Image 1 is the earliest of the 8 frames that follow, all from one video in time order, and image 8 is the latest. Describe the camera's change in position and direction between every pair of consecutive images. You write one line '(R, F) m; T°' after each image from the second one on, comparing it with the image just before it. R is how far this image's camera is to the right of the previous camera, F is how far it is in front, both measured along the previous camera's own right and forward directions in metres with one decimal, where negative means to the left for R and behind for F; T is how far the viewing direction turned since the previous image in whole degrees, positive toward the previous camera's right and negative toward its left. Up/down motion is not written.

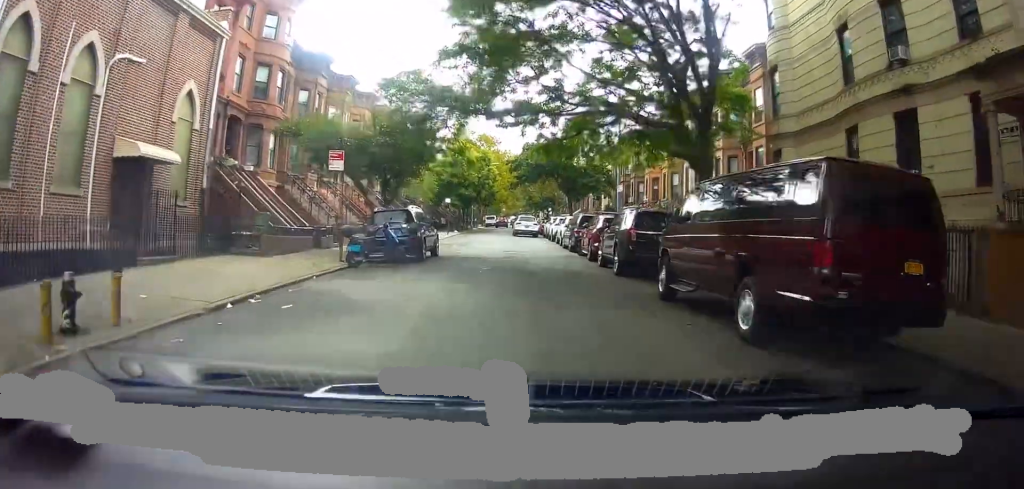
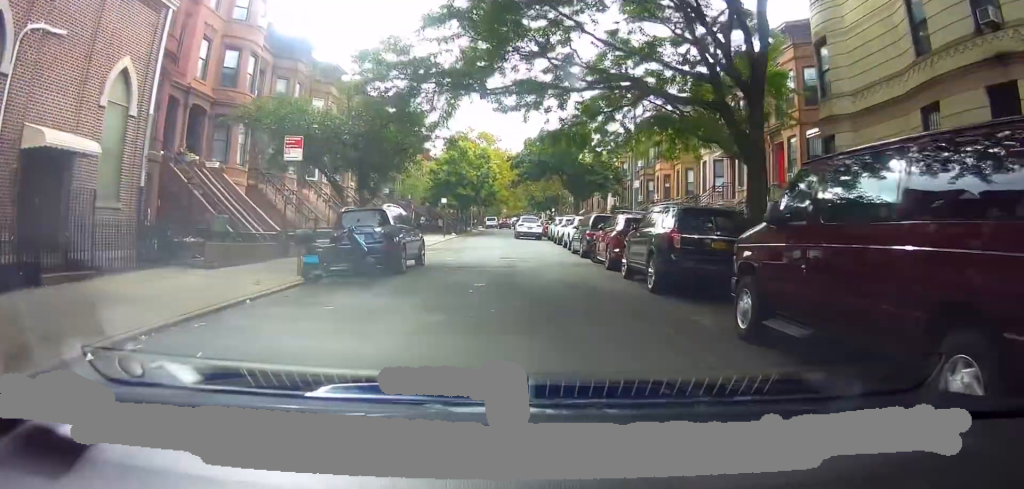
(0.0, +3.6) m; 0°
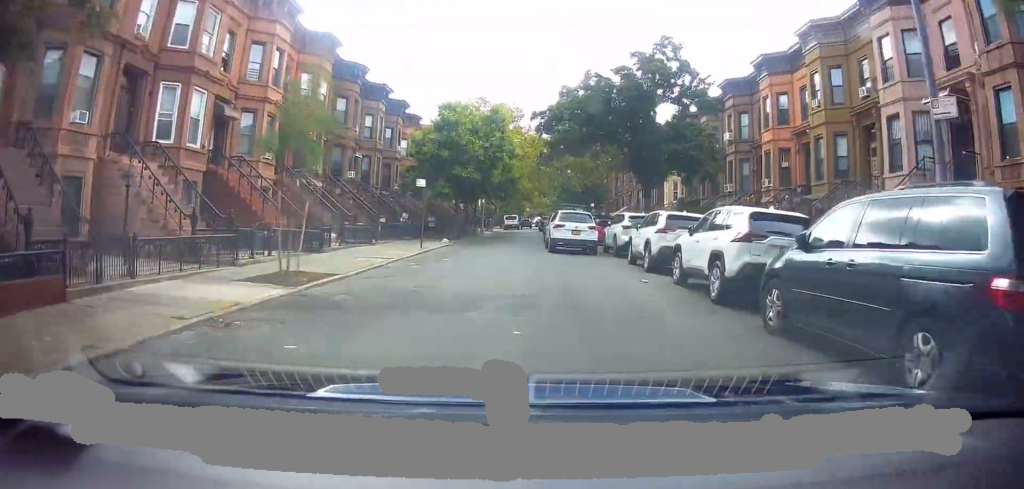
(+0.1, +18.3) m; +2°
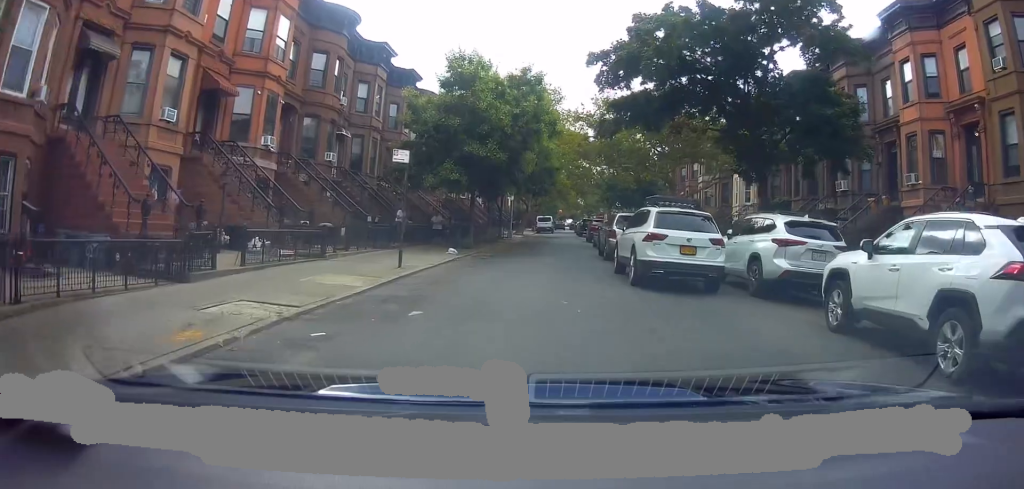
(-0.2, +10.2) m; -5°
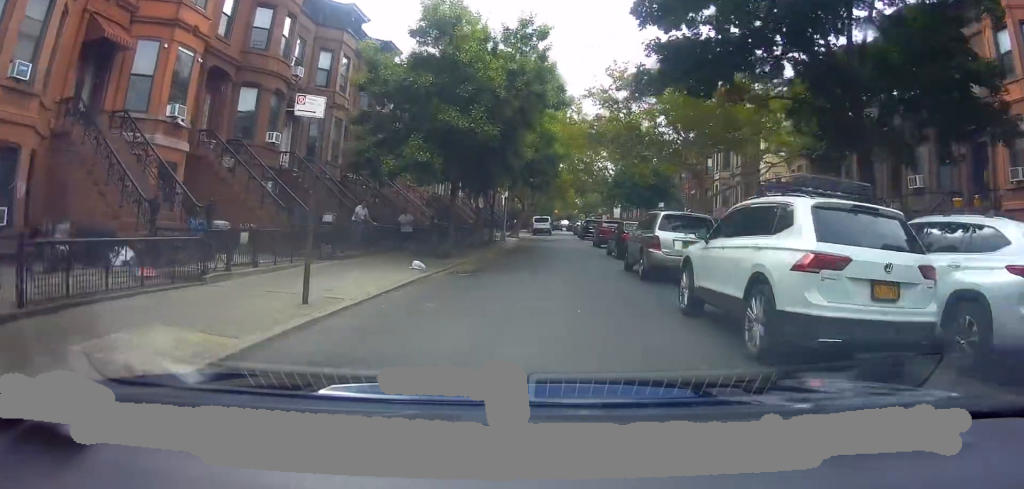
(-0.3, +6.3) m; -2°
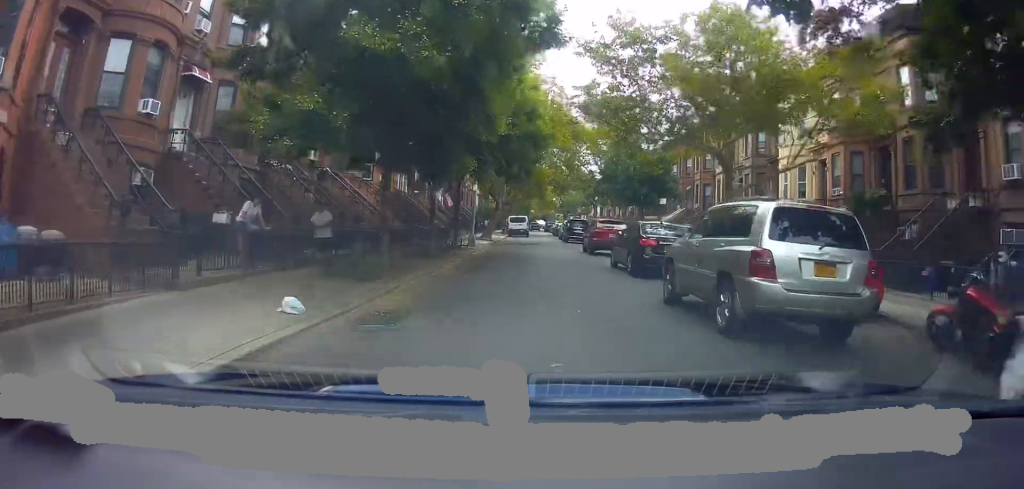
(+0.2, +6.8) m; 0°
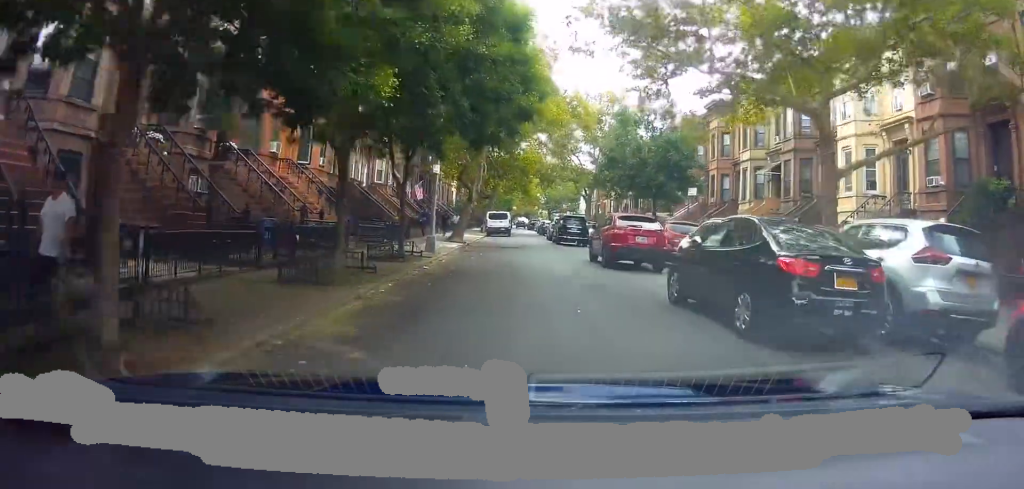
(-0.3, +8.4) m; -1°
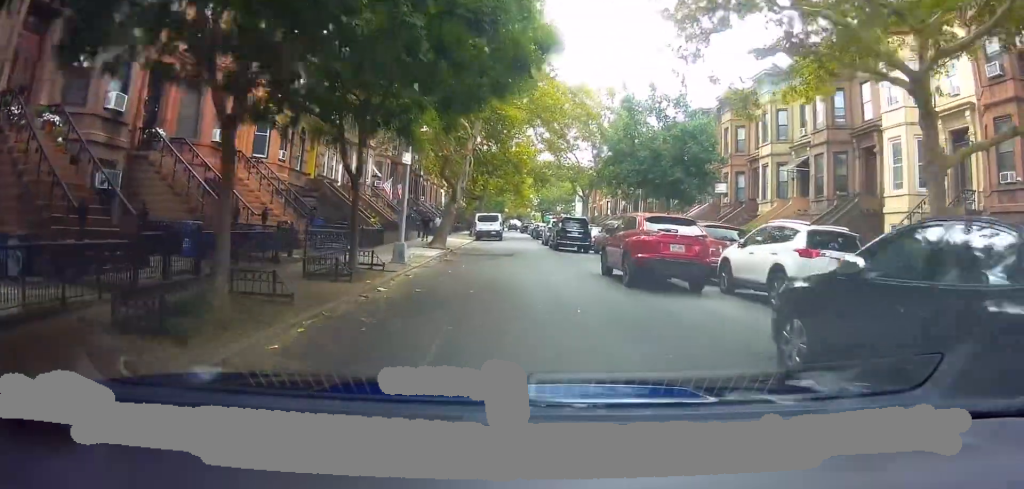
(0.0, +4.2) m; +1°
